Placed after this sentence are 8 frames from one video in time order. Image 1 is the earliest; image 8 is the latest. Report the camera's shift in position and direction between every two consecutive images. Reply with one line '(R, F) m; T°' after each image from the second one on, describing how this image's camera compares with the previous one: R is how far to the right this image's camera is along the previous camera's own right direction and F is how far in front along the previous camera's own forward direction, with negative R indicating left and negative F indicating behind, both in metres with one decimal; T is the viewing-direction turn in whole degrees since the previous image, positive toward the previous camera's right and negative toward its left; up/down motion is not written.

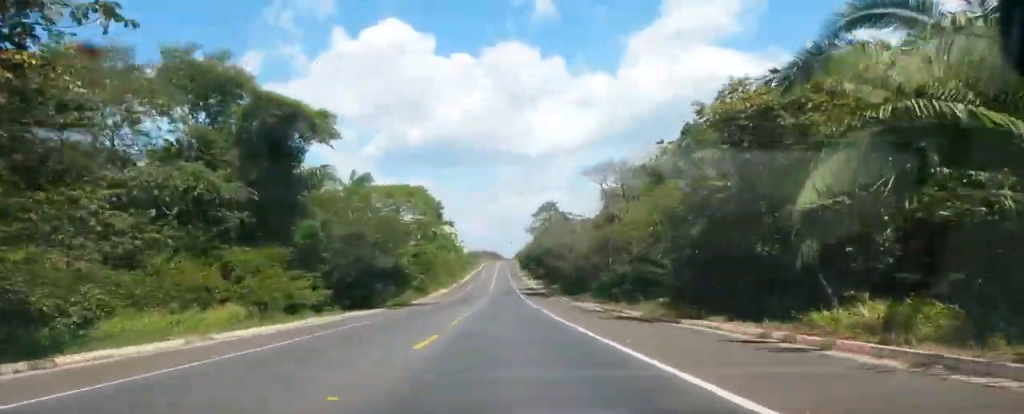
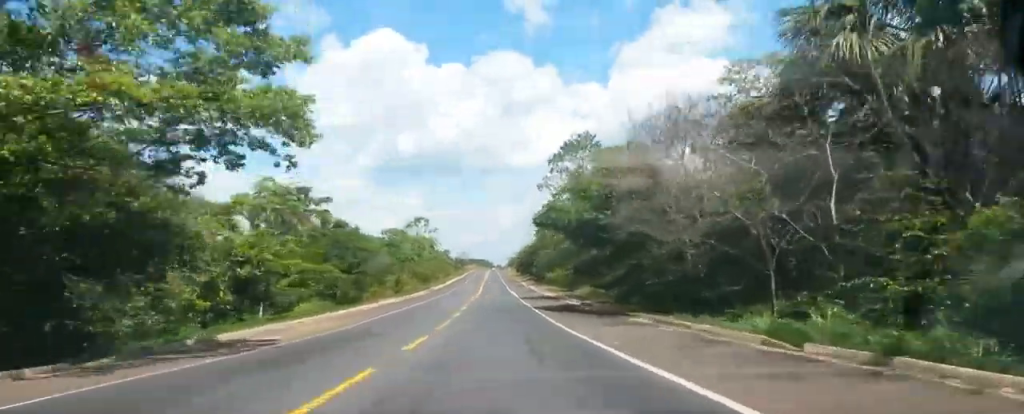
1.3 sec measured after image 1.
(+0.5, +47.5) m; +1°
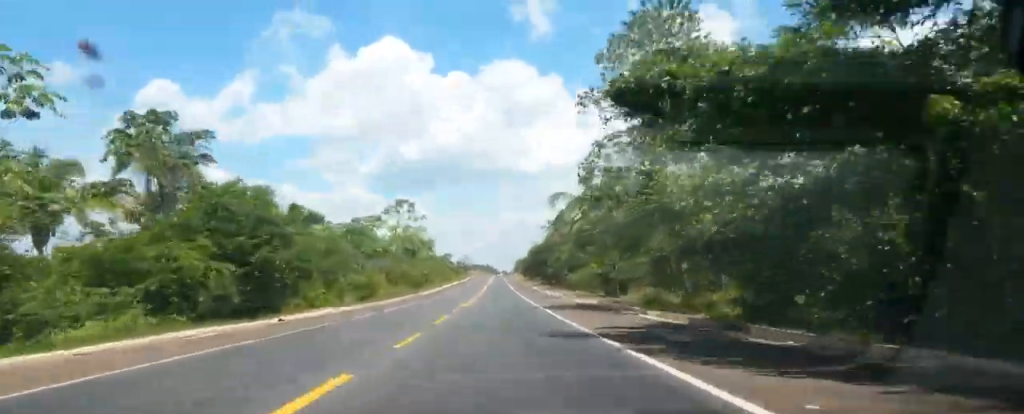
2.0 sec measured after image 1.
(0.0, +25.3) m; 0°
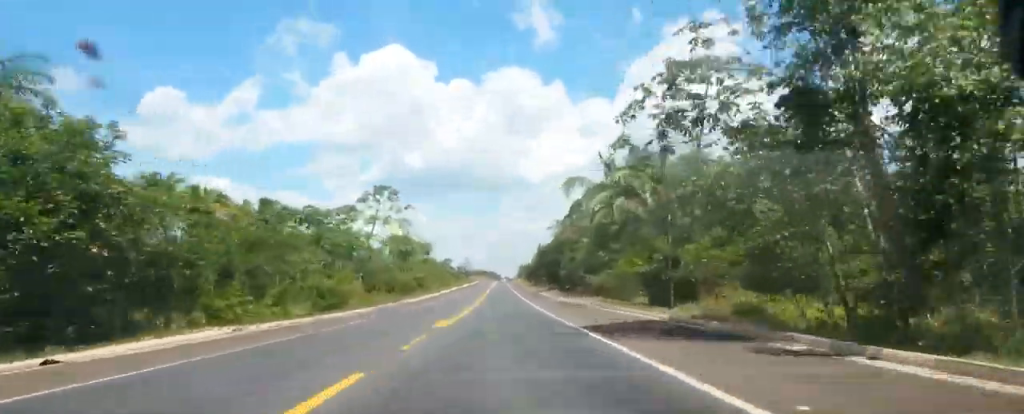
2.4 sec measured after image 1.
(0.0, +15.5) m; 0°
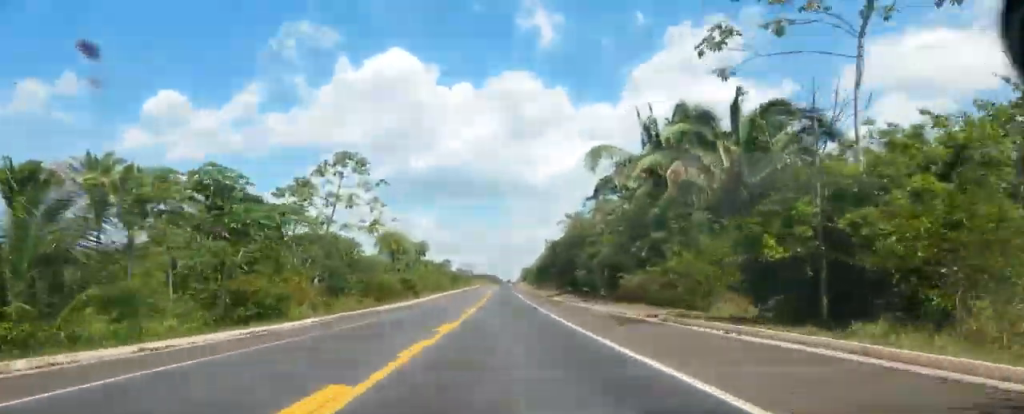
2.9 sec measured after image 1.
(0.0, +16.7) m; 0°
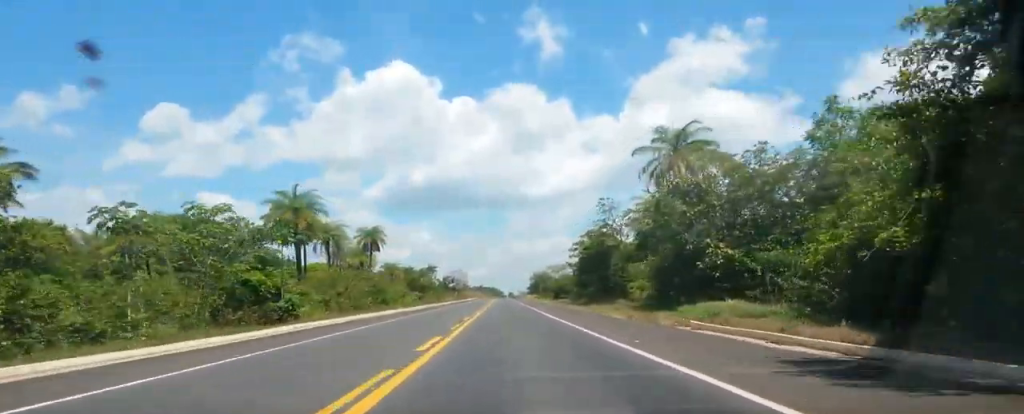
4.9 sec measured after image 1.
(0.0, +69.2) m; 0°
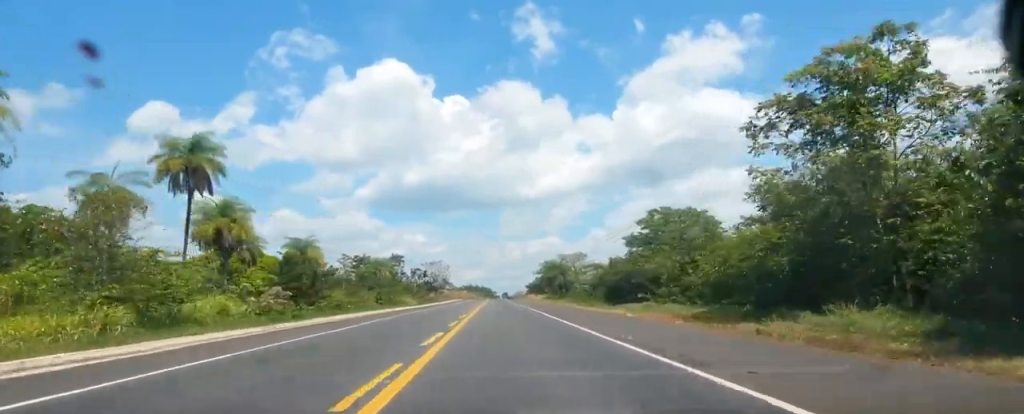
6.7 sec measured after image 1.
(+0.8, +59.8) m; +1°
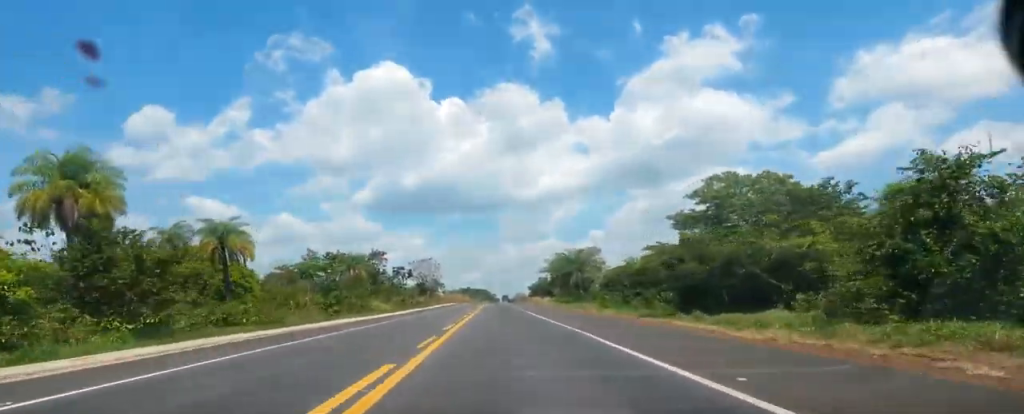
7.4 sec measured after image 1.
(+0.1, +20.9) m; 0°
